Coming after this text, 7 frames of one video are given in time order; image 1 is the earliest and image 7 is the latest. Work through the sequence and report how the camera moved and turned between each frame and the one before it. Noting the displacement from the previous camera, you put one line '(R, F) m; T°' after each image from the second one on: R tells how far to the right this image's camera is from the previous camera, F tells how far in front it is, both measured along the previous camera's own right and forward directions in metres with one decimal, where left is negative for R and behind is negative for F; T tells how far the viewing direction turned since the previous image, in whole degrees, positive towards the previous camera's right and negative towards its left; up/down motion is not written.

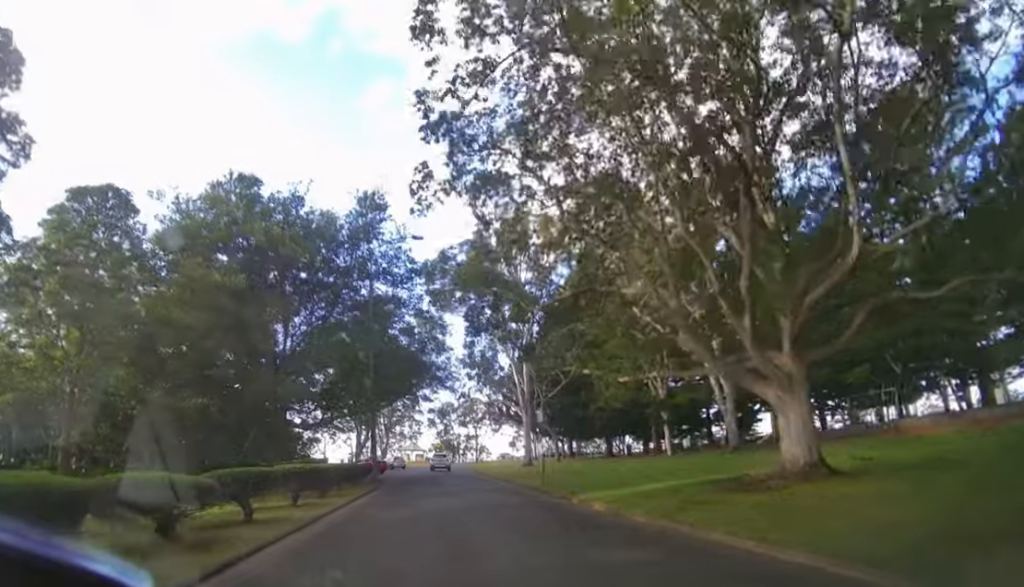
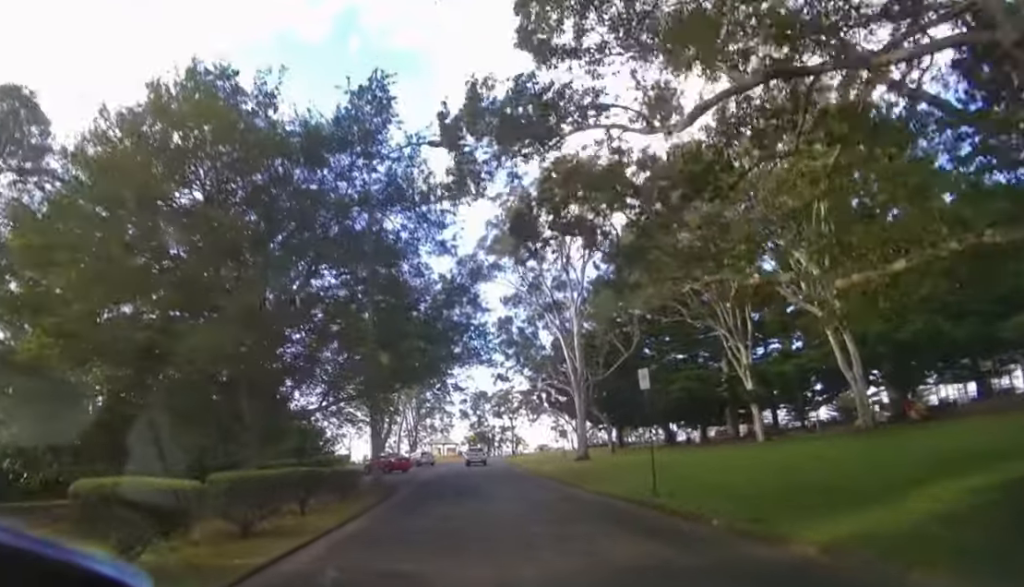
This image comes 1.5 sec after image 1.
(-0.5, +8.3) m; -4°
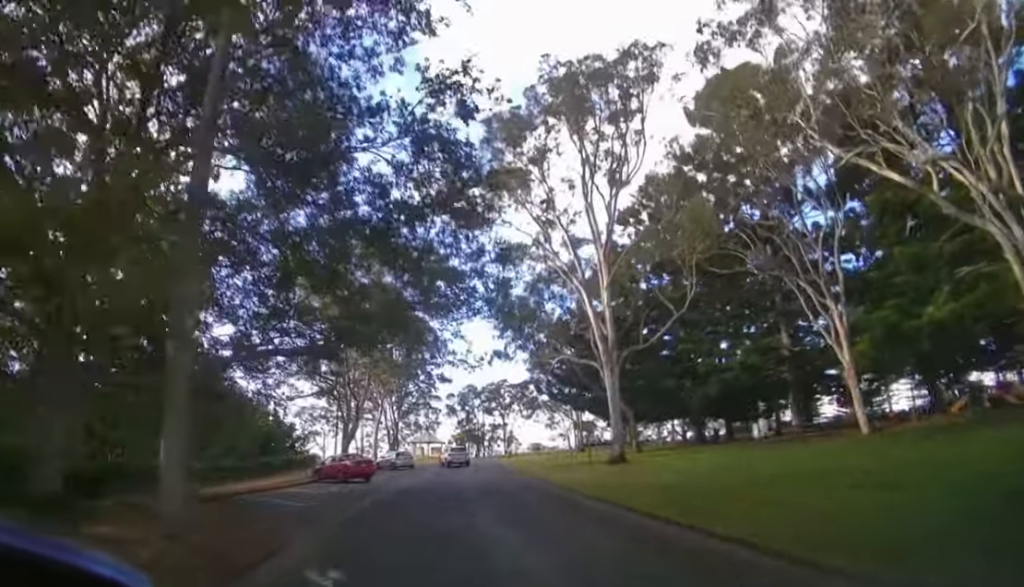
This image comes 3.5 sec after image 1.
(-0.1, +10.9) m; 0°
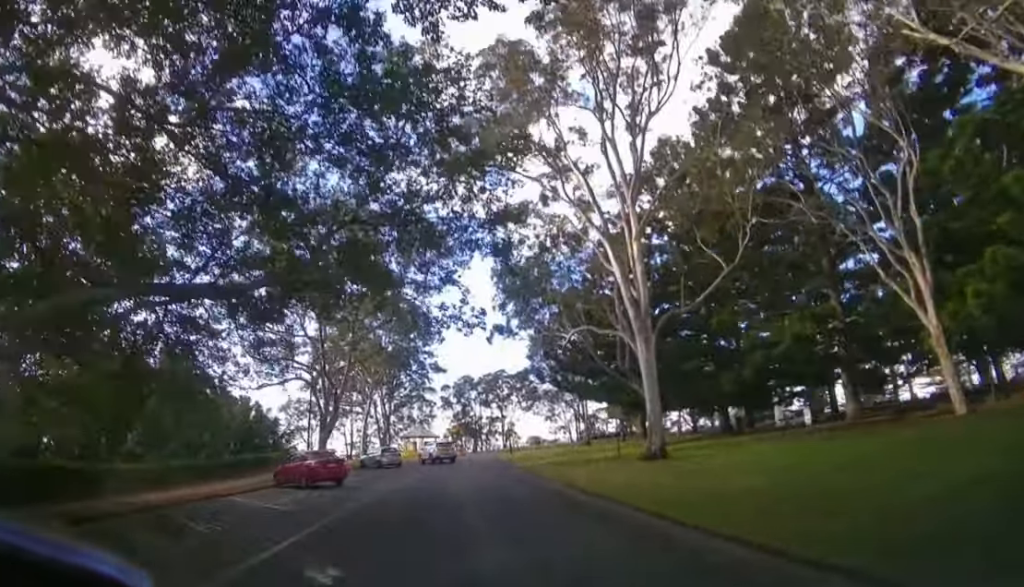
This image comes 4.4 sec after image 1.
(+0.1, +4.9) m; +1°
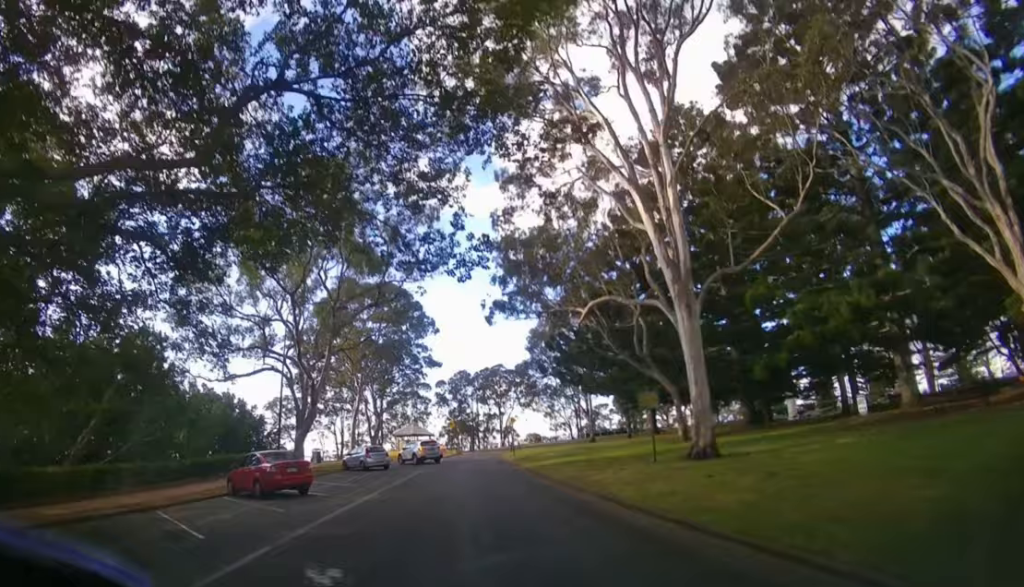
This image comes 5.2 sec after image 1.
(0.0, +4.1) m; +1°
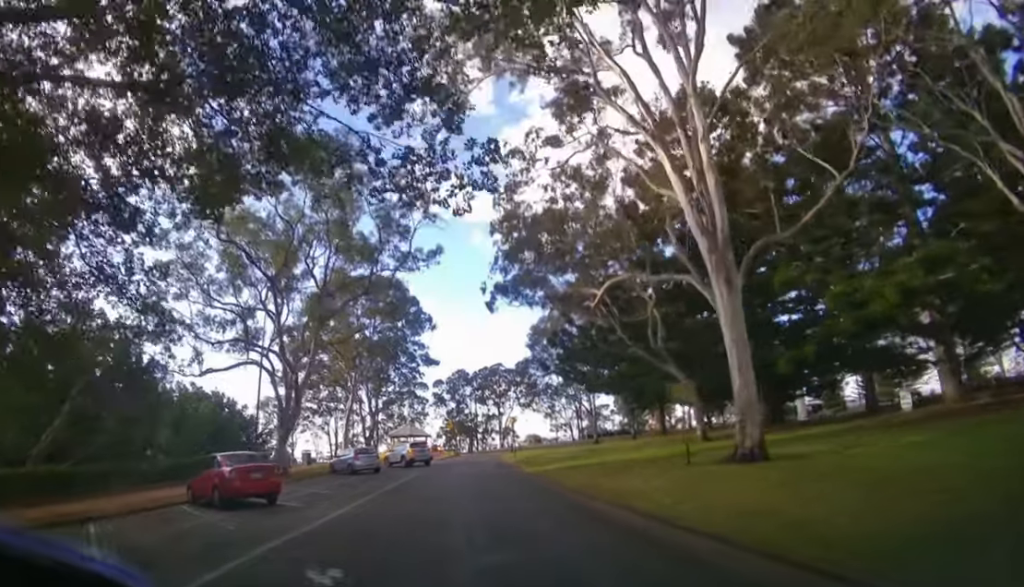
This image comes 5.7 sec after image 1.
(0.0, +2.7) m; 0°
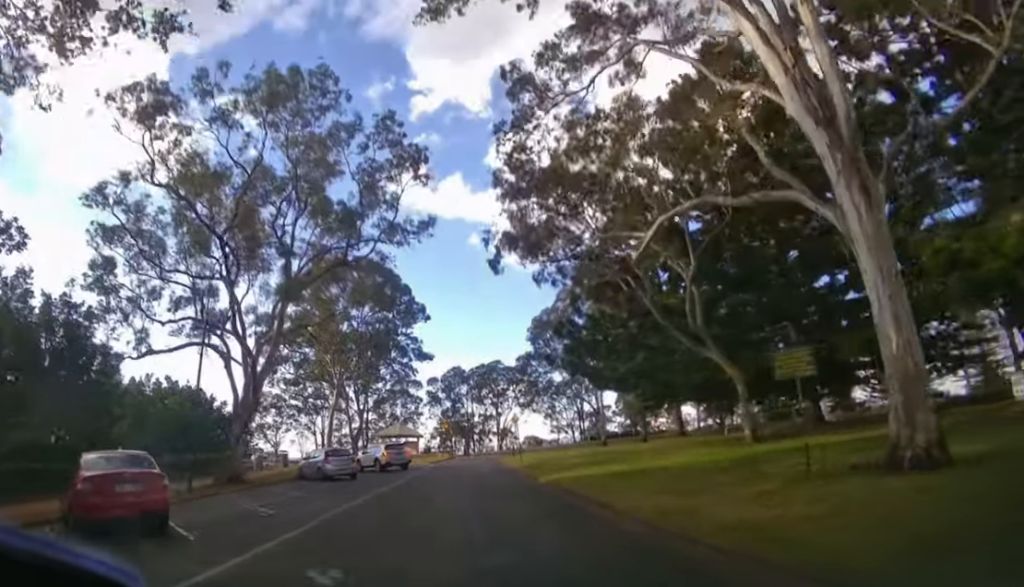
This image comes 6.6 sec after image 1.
(0.0, +5.0) m; 0°
